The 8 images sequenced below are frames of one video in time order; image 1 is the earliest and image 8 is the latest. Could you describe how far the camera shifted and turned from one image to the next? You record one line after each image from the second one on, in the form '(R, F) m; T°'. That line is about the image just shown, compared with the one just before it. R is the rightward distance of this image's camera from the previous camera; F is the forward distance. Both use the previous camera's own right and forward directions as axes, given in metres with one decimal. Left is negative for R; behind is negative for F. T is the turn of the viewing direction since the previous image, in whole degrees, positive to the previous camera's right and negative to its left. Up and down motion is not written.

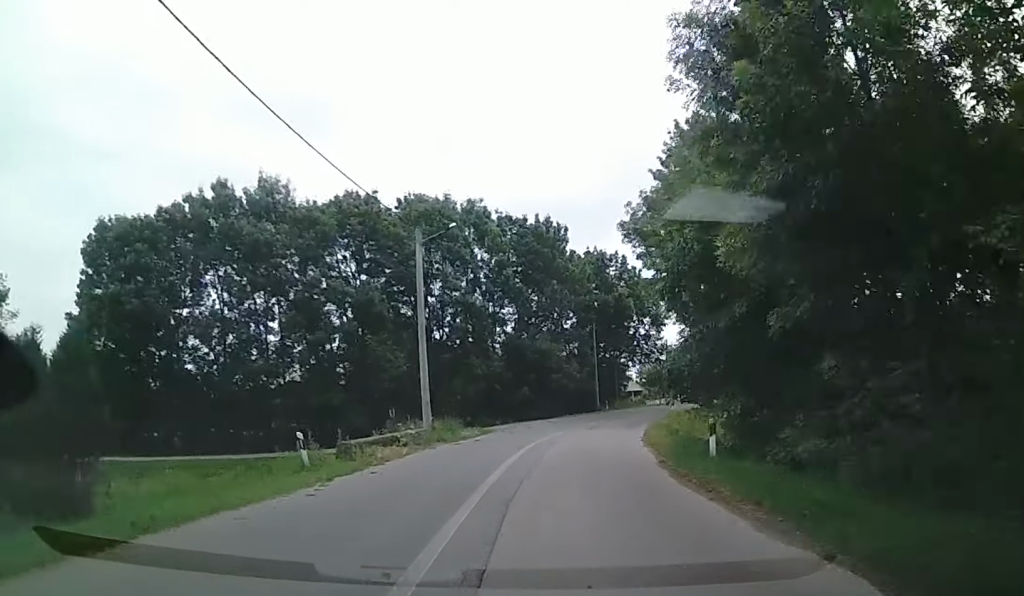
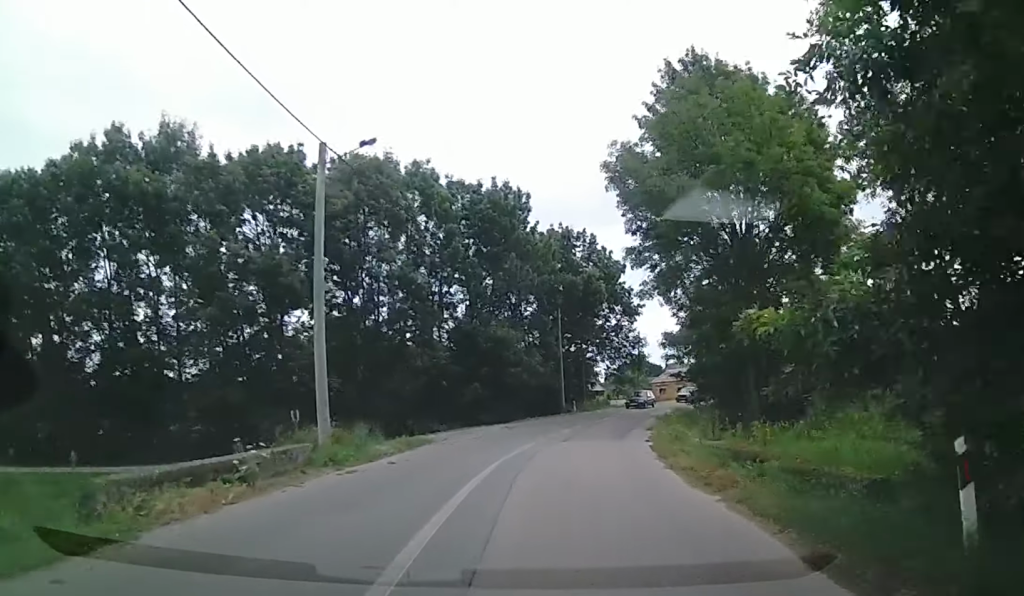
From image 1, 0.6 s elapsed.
(+0.5, +8.9) m; +2°
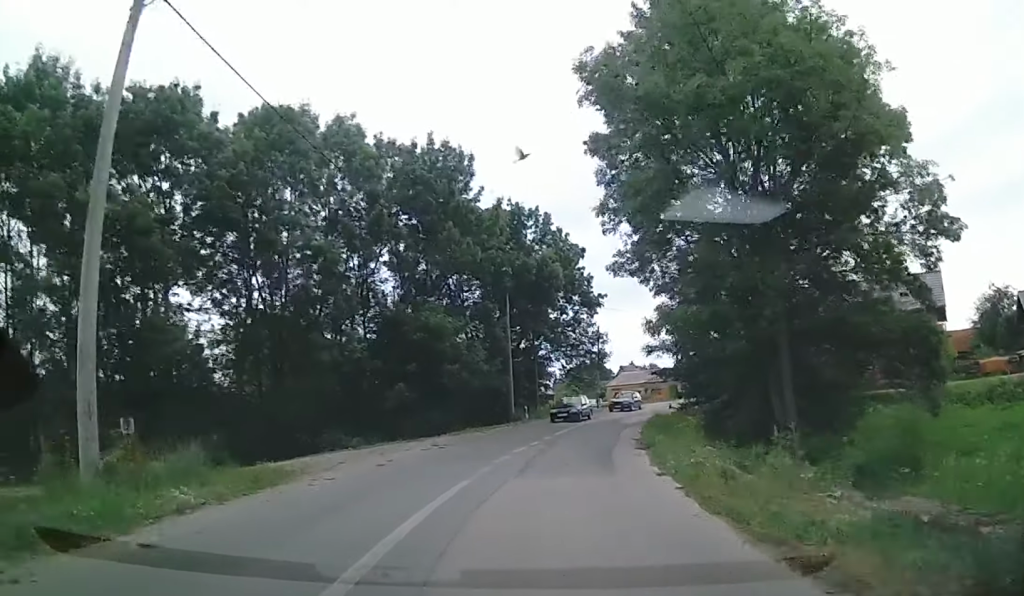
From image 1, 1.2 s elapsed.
(+0.1, +8.4) m; +3°
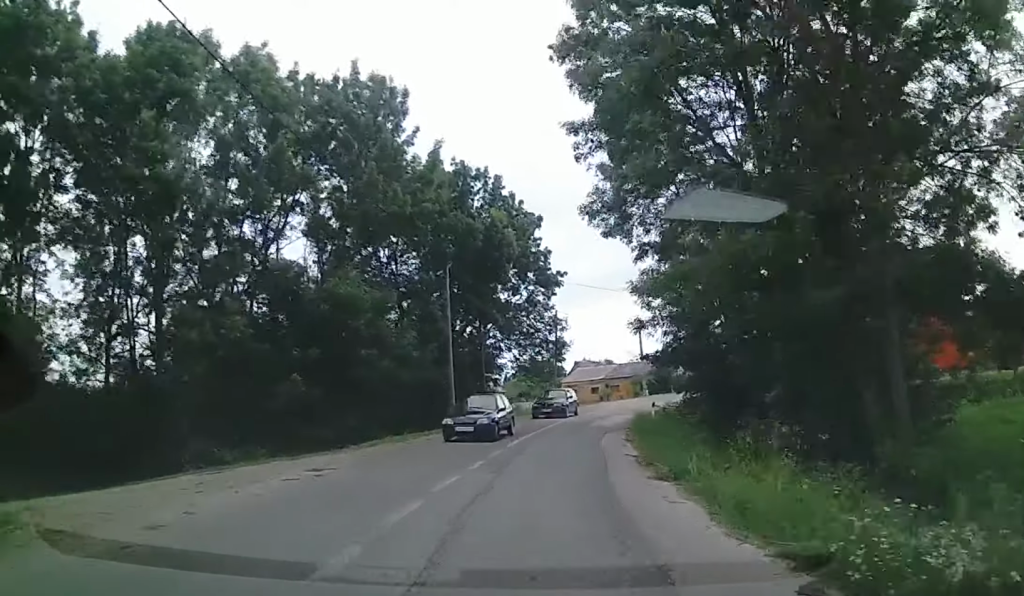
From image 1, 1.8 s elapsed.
(-0.2, +7.9) m; +3°
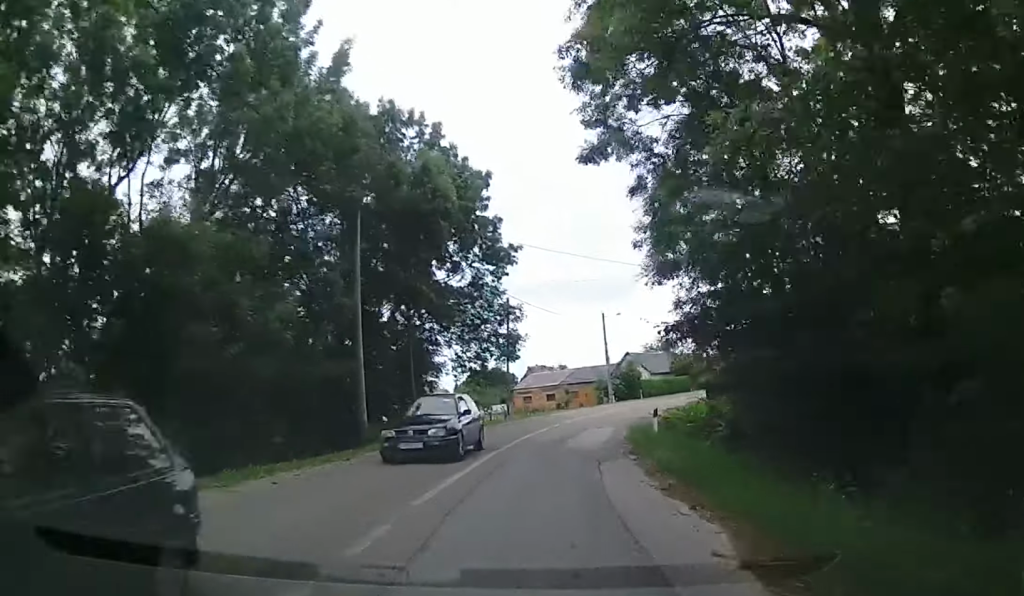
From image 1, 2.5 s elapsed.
(+0.7, +9.4) m; +3°
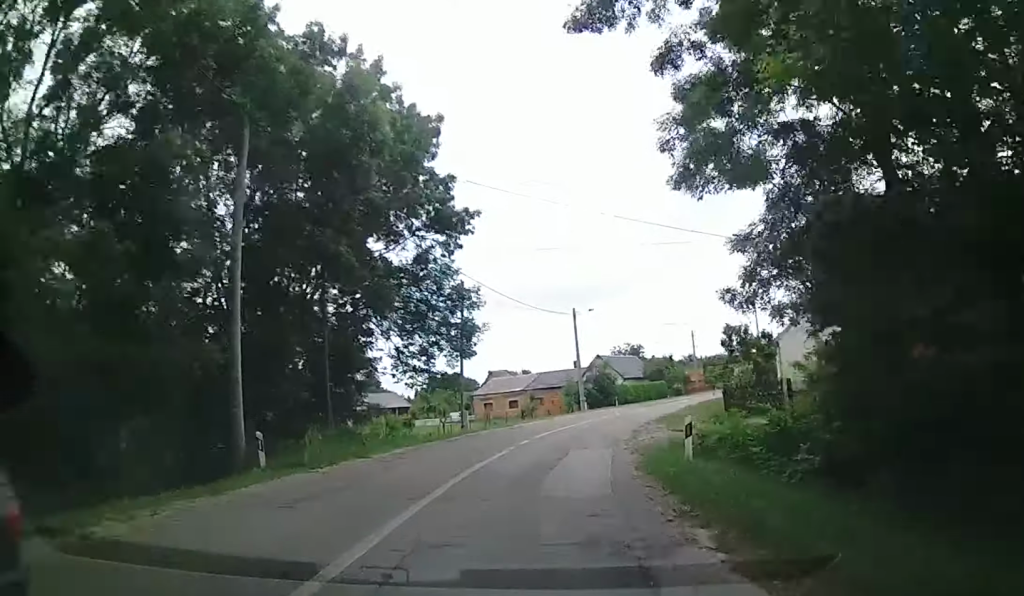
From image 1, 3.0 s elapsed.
(+0.3, +7.6) m; +2°
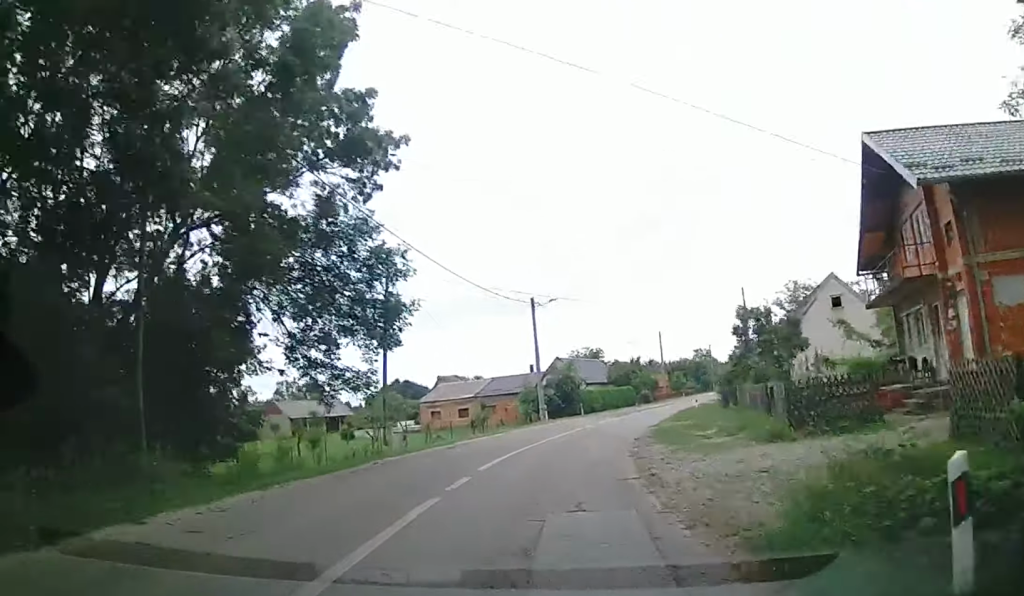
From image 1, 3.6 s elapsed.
(-0.3, +8.8) m; +3°
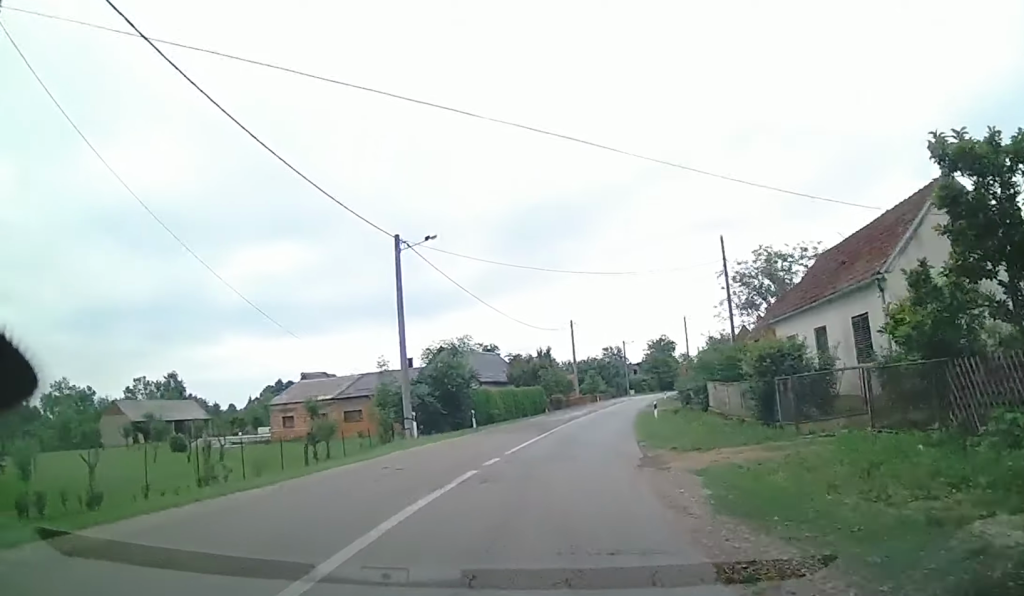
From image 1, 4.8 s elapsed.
(+1.6, +17.9) m; +8°
